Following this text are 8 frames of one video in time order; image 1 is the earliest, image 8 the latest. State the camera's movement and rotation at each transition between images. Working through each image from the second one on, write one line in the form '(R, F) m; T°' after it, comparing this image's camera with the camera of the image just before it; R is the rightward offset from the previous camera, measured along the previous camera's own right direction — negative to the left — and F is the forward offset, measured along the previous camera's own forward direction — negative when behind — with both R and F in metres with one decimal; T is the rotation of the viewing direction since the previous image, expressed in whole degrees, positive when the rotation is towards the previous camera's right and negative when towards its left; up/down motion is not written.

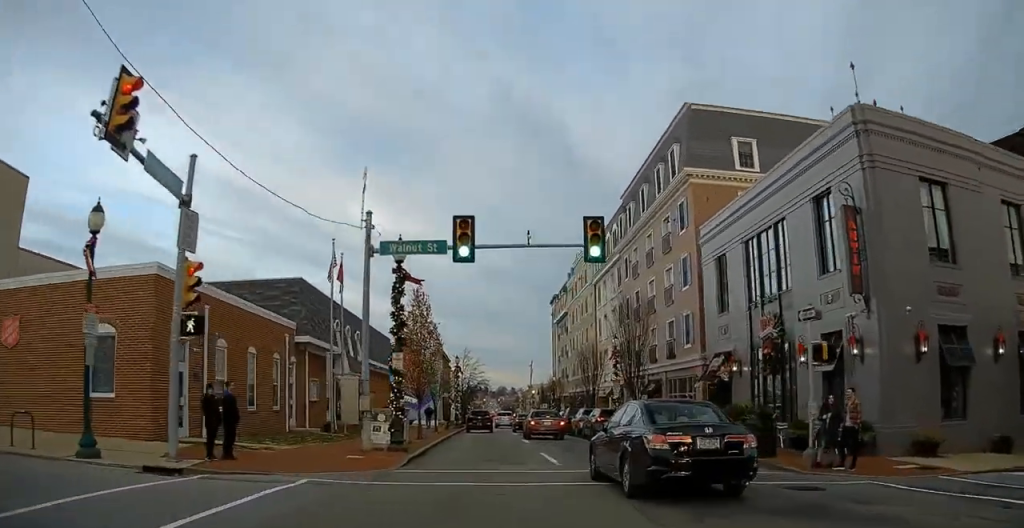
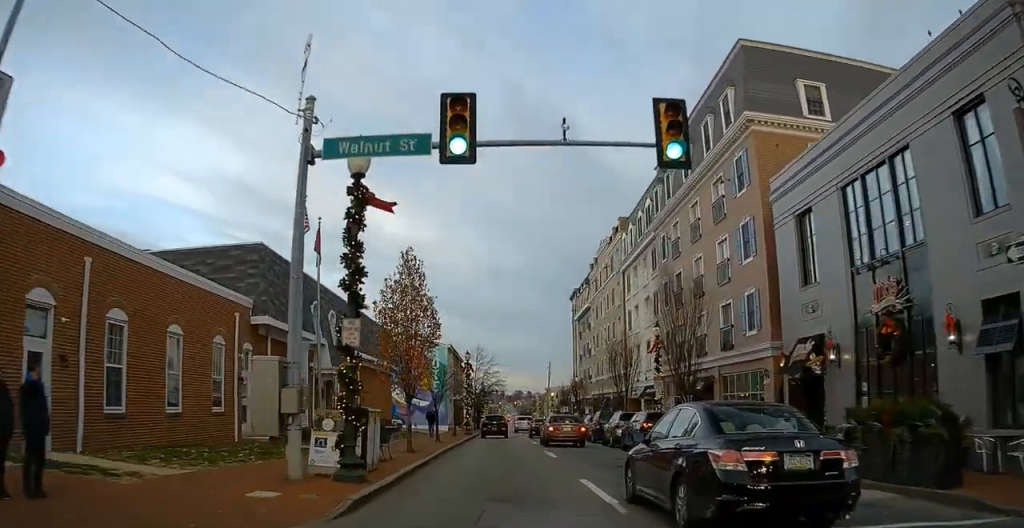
(-0.3, +7.2) m; -7°
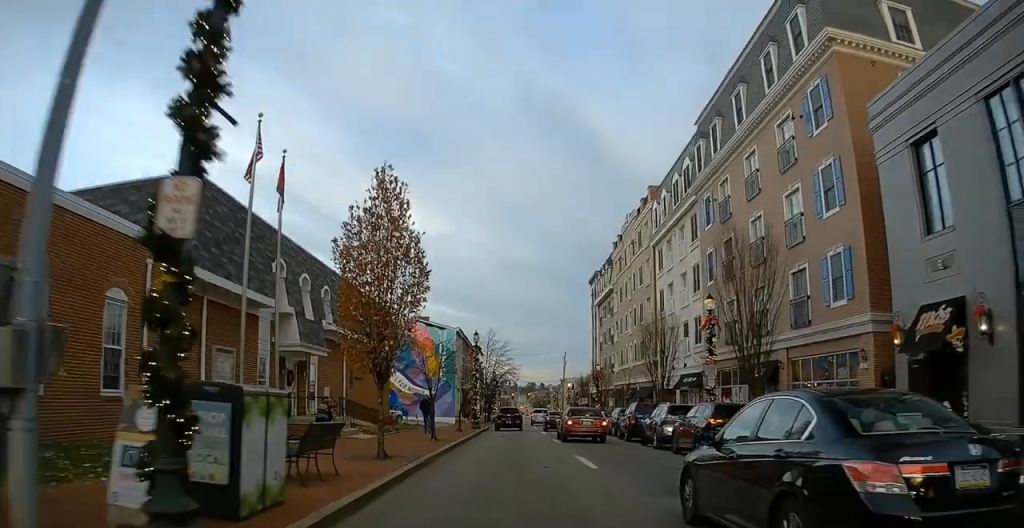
(-0.5, +6.9) m; -7°
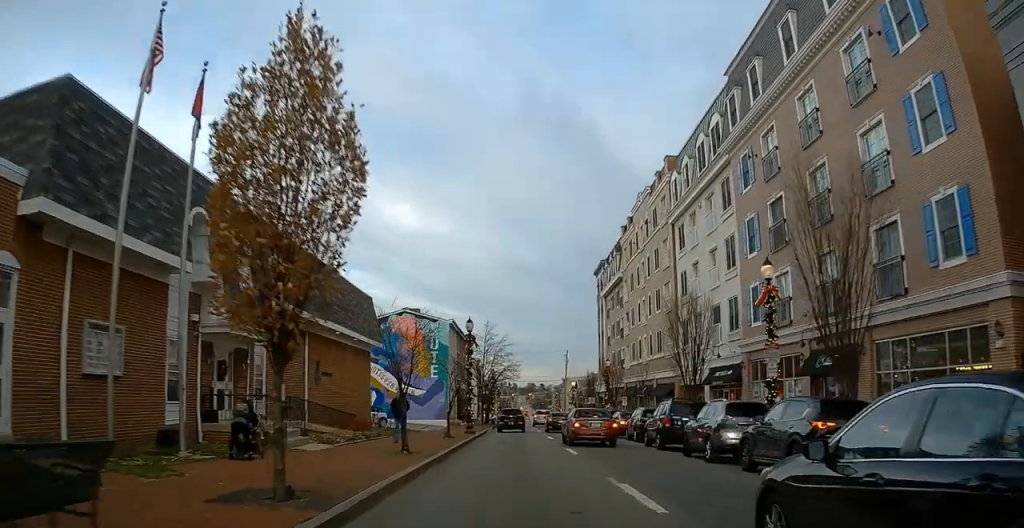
(-0.8, +6.7) m; -1°
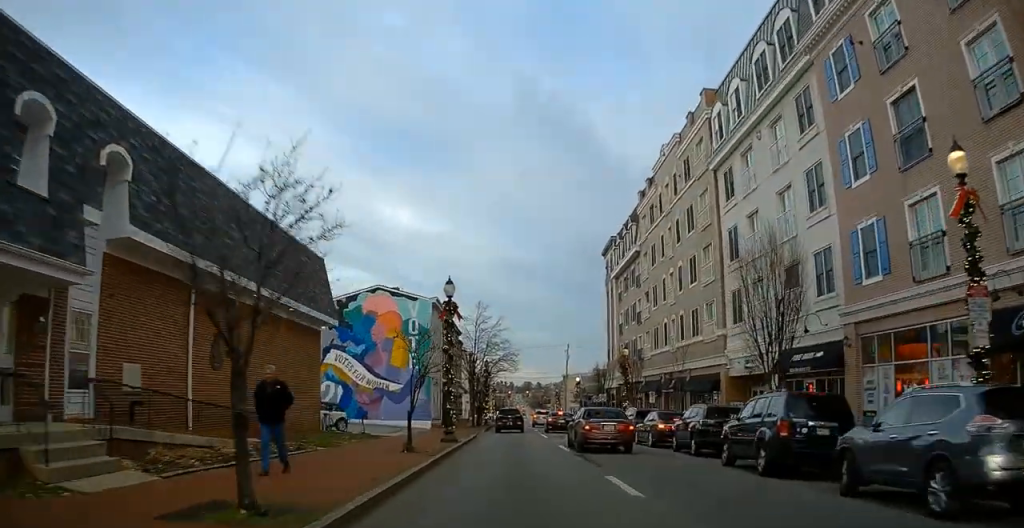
(+1.2, +10.4) m; +8°
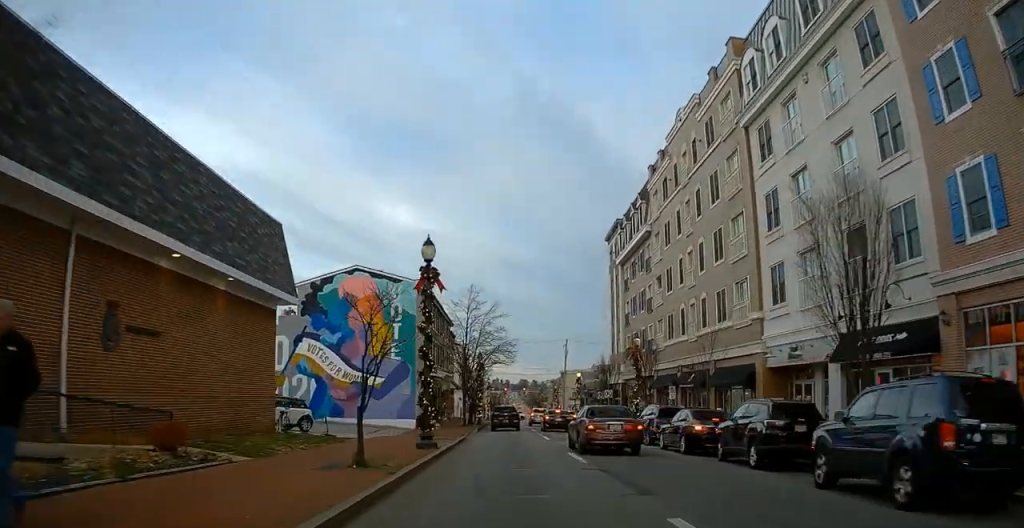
(+0.1, +5.6) m; +1°
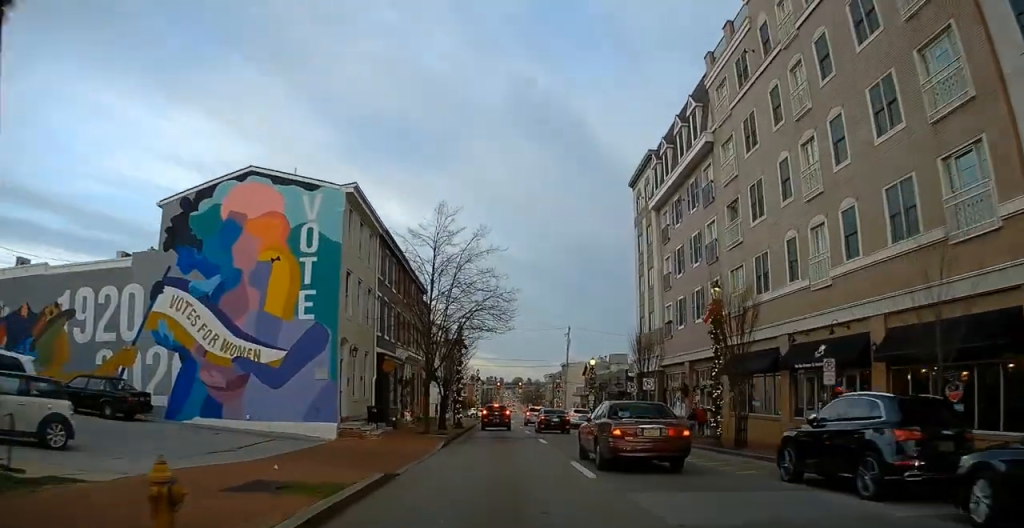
(0.0, +17.0) m; +1°
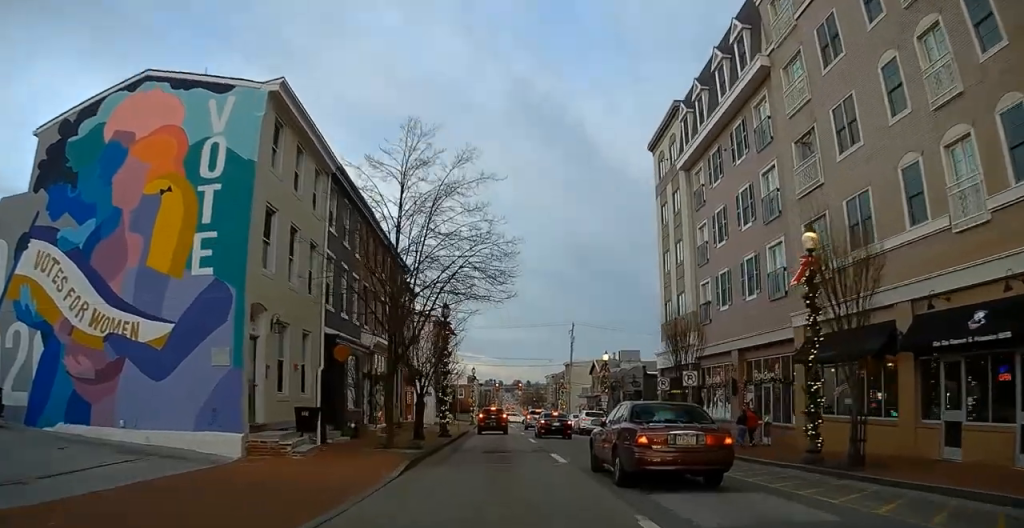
(+0.1, +8.3) m; 0°
